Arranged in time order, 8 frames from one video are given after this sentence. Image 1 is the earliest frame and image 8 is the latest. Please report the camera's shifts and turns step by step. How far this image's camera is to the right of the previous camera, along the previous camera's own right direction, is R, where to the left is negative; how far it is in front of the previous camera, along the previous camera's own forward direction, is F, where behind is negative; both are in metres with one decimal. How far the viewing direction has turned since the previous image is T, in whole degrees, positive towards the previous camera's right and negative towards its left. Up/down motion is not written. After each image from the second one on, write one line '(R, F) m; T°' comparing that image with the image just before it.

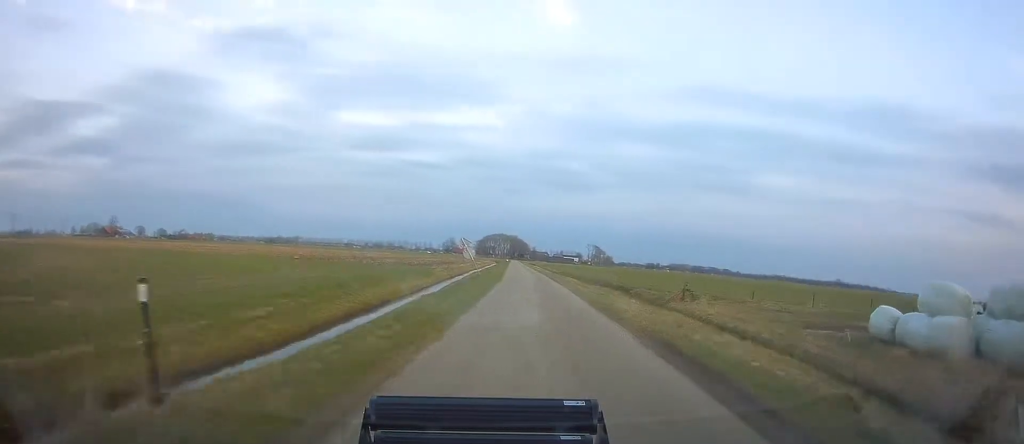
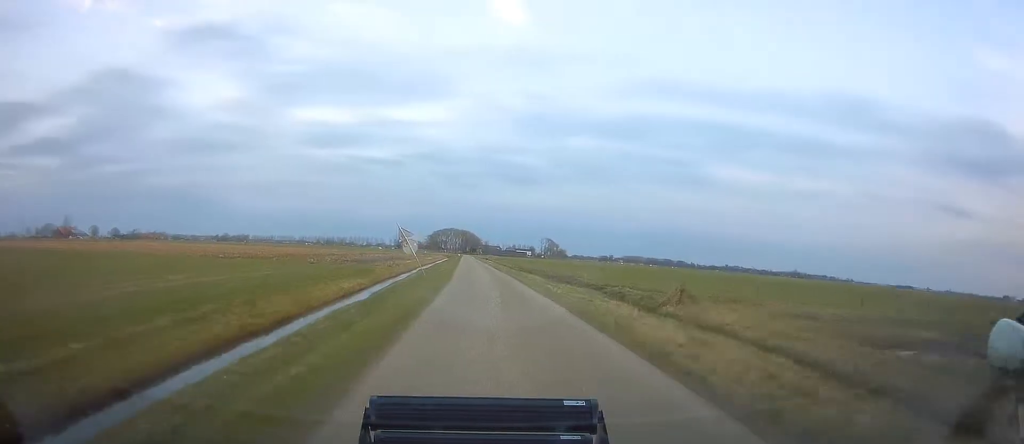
(+0.4, +7.4) m; +7°
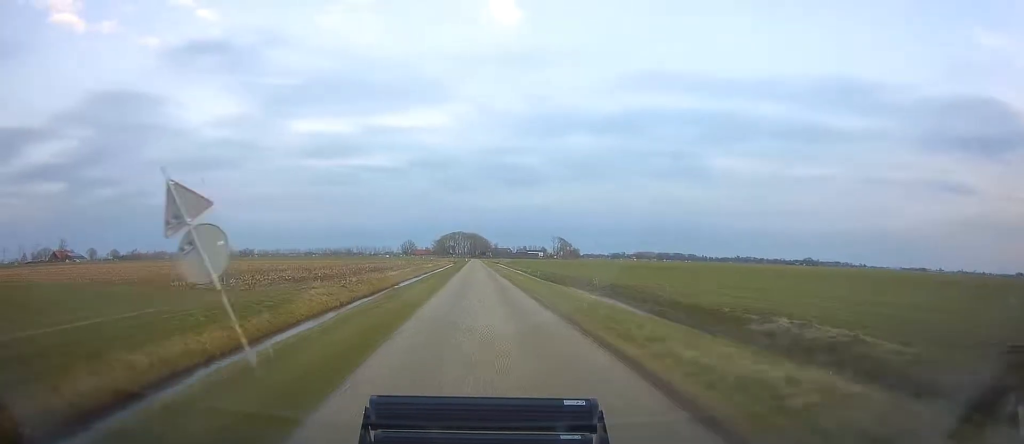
(+1.4, +23.0) m; +3°
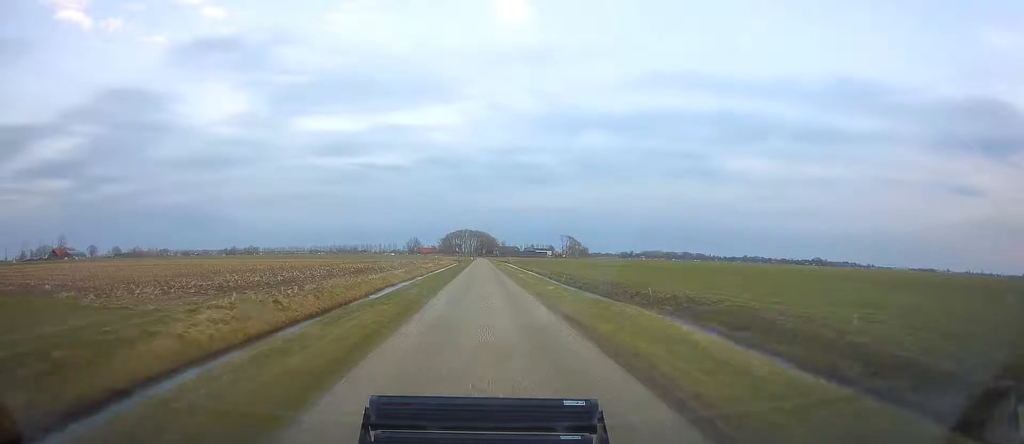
(-0.1, +13.6) m; 0°
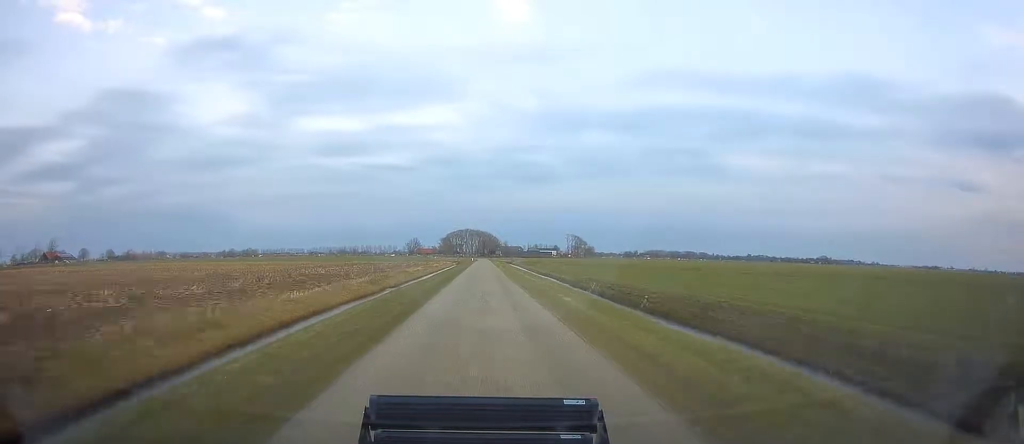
(-0.1, +21.9) m; 0°
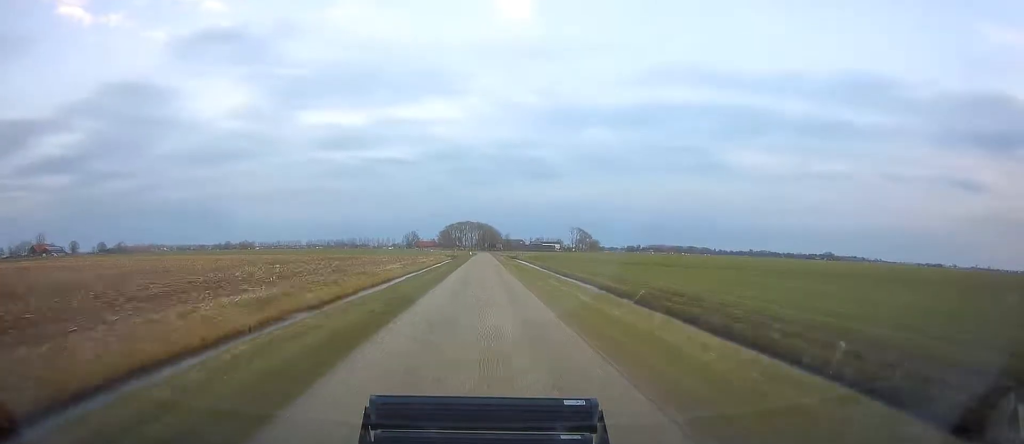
(-0.1, +22.0) m; 0°
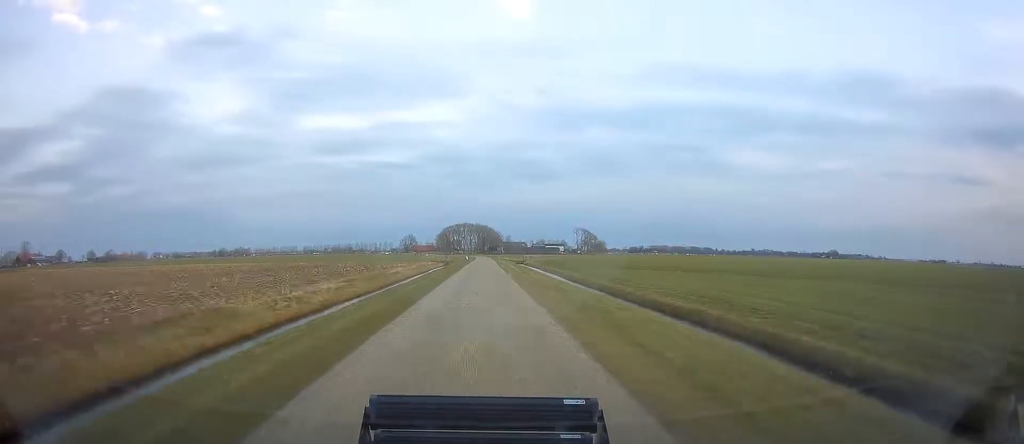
(0.0, +27.4) m; 0°
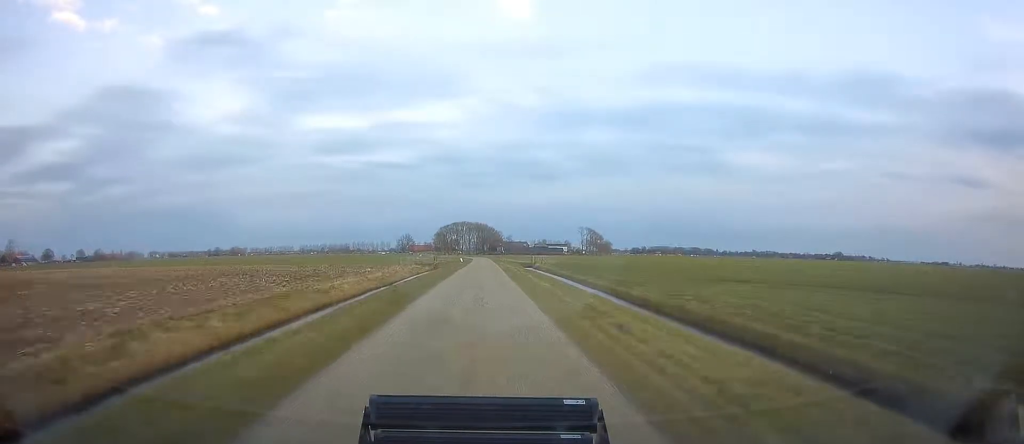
(+0.1, +25.2) m; 0°
